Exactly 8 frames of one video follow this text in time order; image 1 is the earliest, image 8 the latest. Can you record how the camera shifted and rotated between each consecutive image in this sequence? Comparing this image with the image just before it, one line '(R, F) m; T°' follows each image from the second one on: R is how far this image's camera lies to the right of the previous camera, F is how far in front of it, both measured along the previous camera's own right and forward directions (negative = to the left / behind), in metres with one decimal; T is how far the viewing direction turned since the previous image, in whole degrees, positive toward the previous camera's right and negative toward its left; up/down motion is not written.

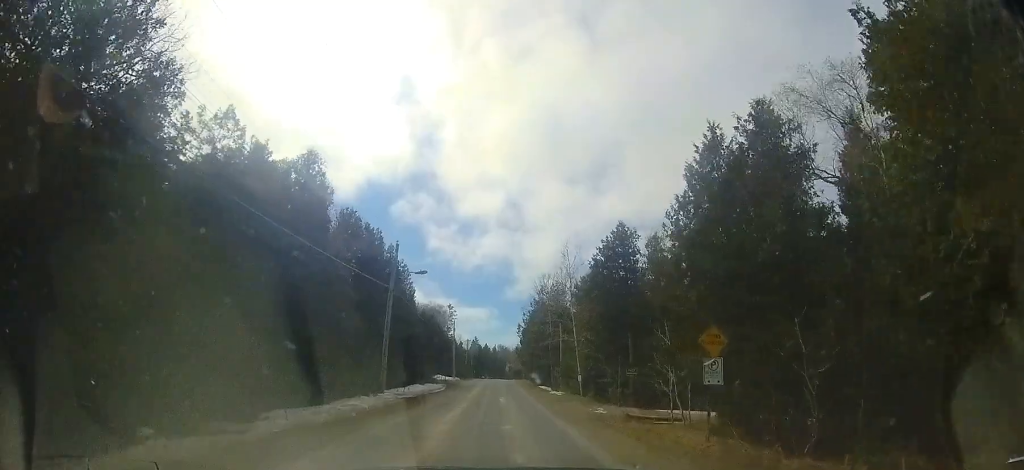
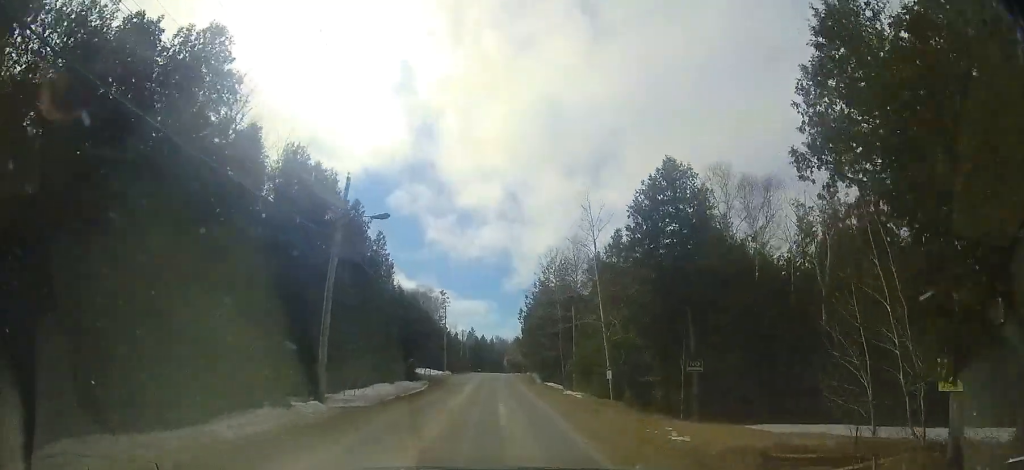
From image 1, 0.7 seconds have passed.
(+0.2, +7.2) m; +1°
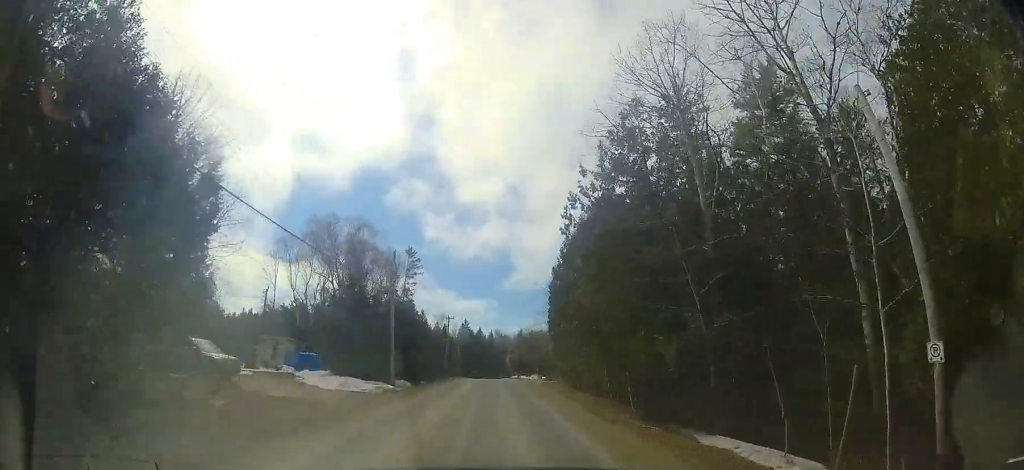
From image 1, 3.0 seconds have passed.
(+0.6, +24.1) m; +1°
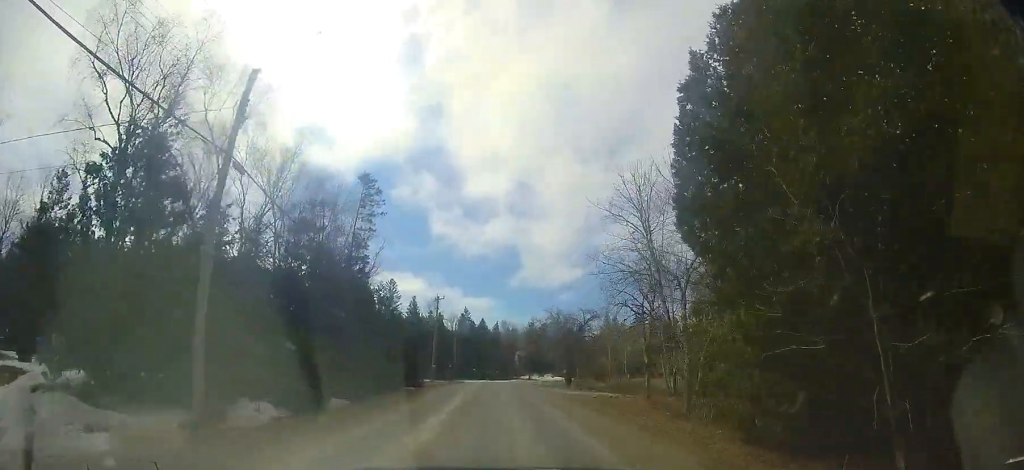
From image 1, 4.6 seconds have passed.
(-0.4, +16.5) m; -2°
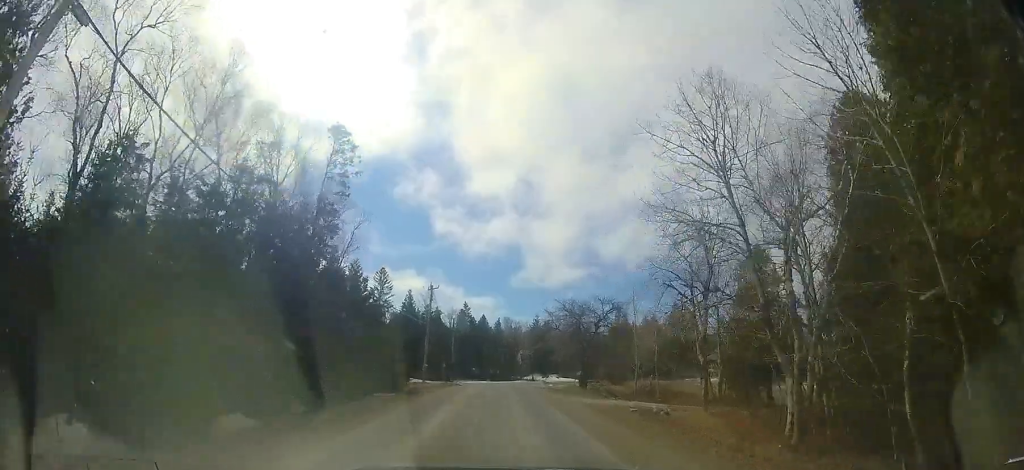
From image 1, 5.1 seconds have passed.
(0.0, +5.6) m; 0°
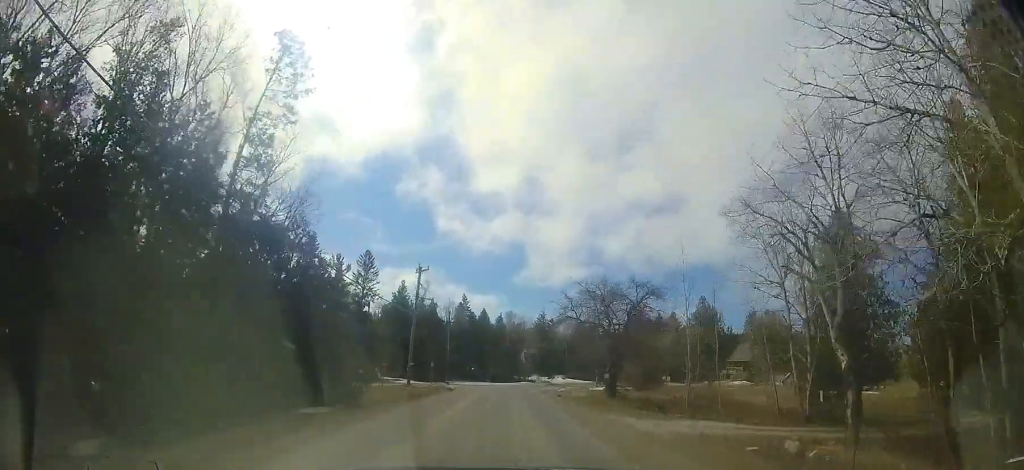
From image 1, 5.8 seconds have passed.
(0.0, +7.2) m; +3°
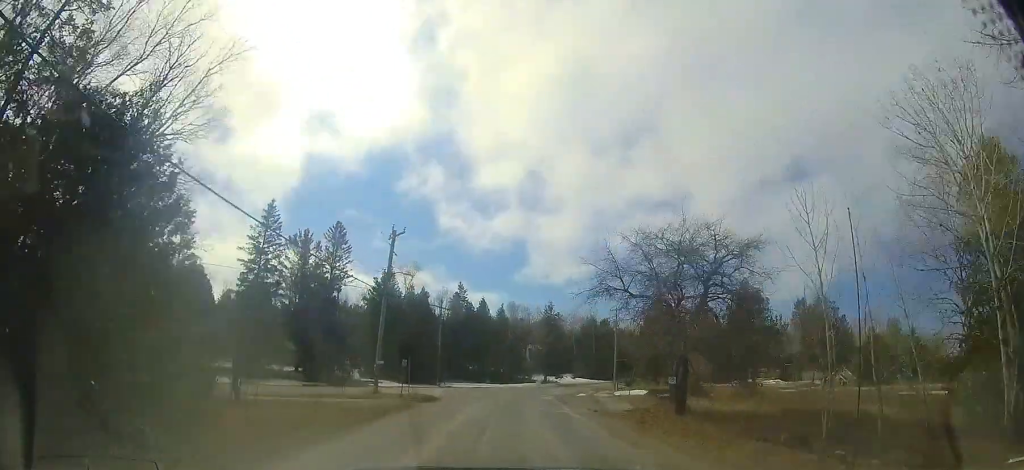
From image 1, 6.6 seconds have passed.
(+0.4, +9.0) m; +3°
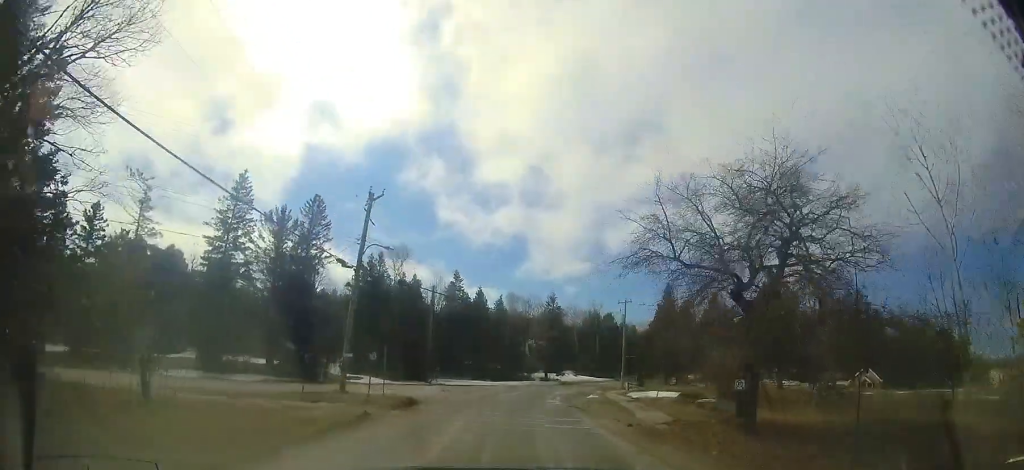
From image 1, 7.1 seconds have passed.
(+0.4, +4.7) m; +1°
